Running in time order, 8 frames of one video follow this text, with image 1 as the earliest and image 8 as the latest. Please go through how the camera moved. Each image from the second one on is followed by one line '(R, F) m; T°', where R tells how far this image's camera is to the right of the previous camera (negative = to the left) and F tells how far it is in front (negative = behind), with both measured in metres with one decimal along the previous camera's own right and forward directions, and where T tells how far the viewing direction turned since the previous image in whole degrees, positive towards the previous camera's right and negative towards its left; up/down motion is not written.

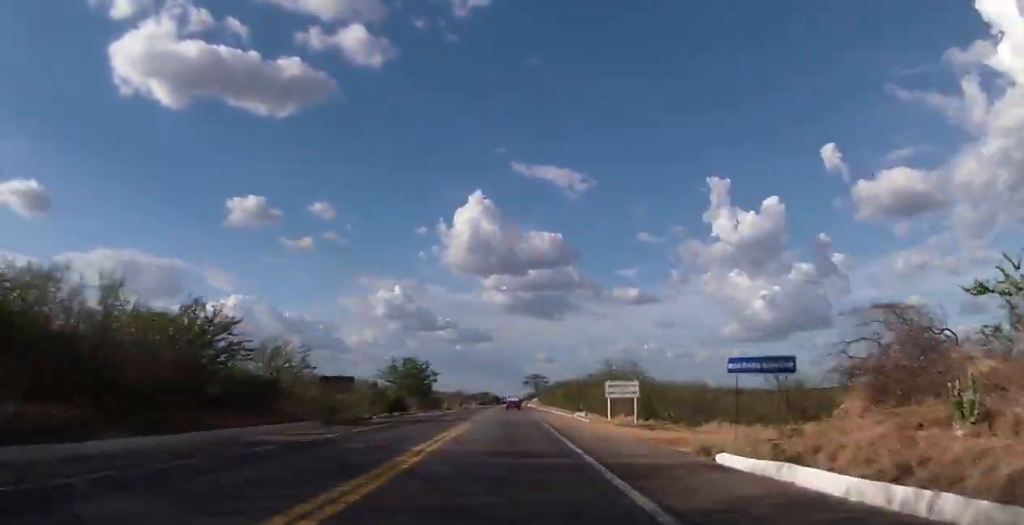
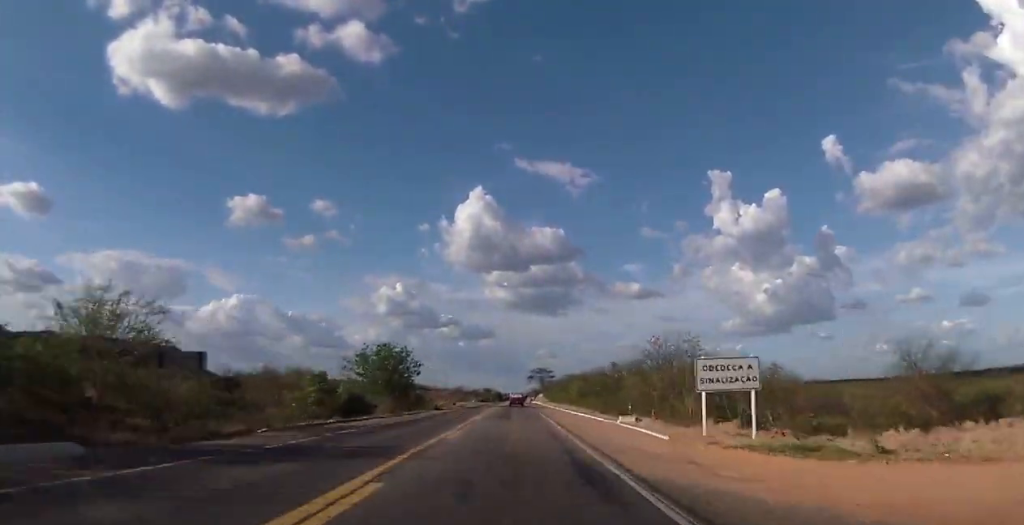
(-0.1, +19.7) m; -1°
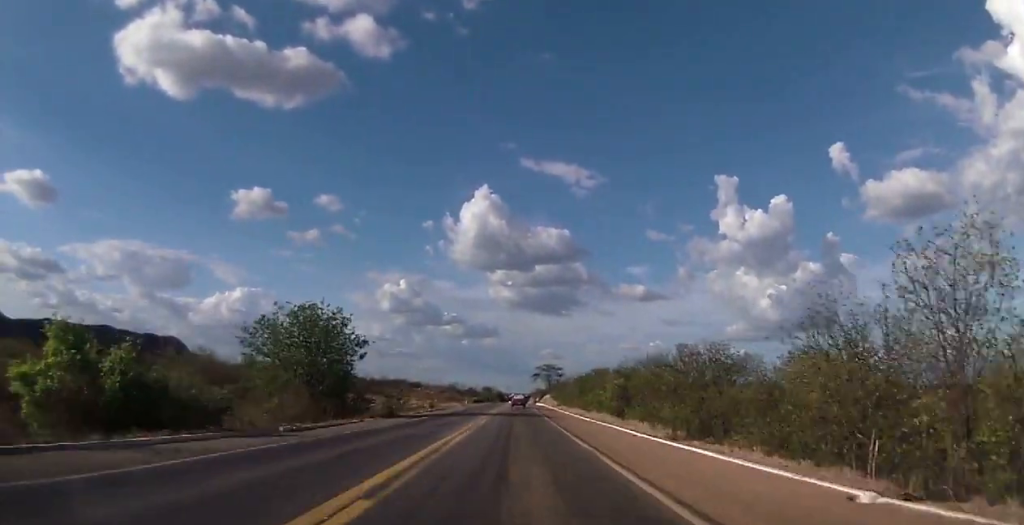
(-0.3, +28.4) m; -1°
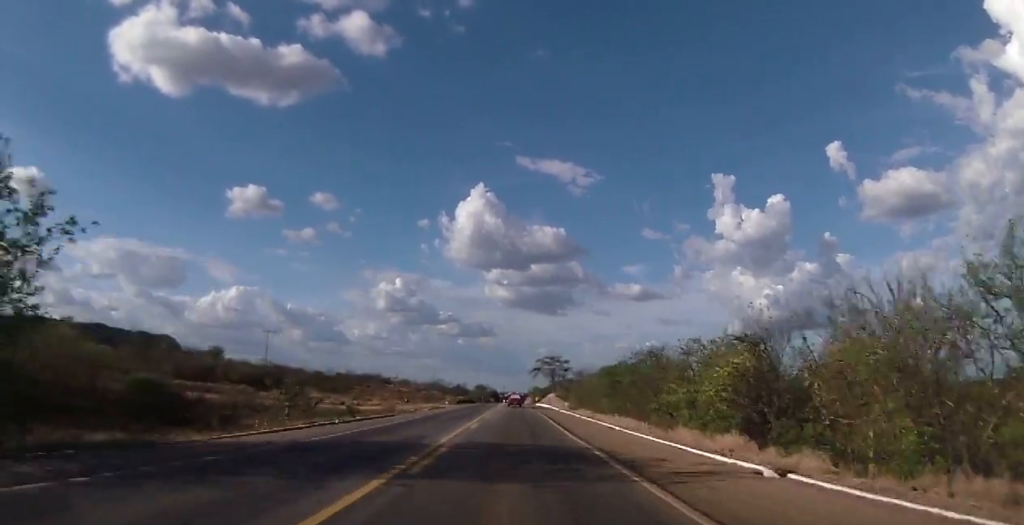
(0.0, +32.9) m; 0°
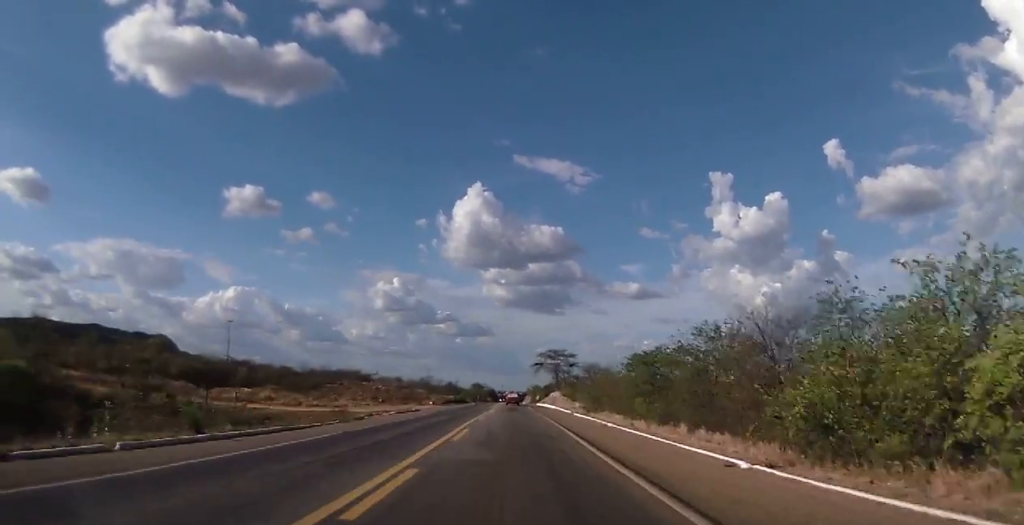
(0.0, +18.2) m; 0°
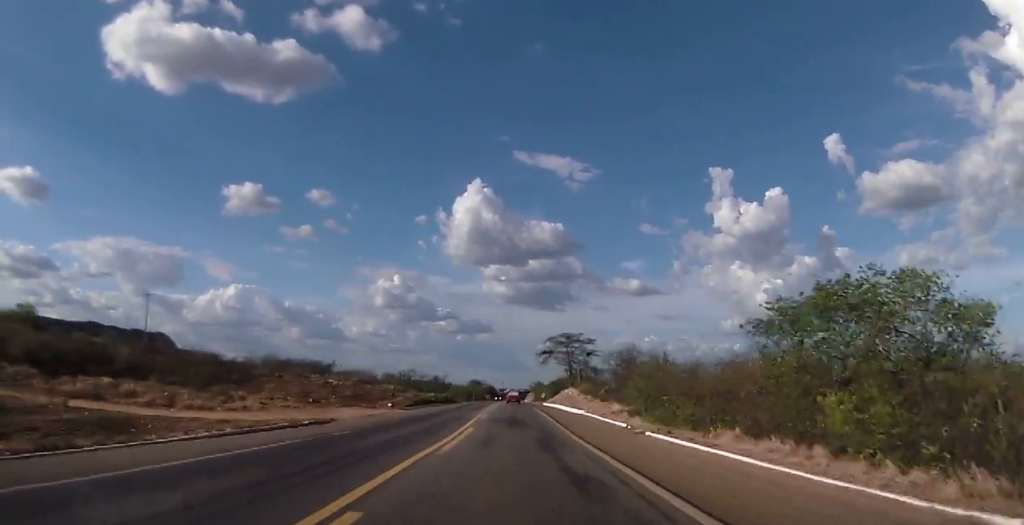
(0.0, +28.8) m; 0°
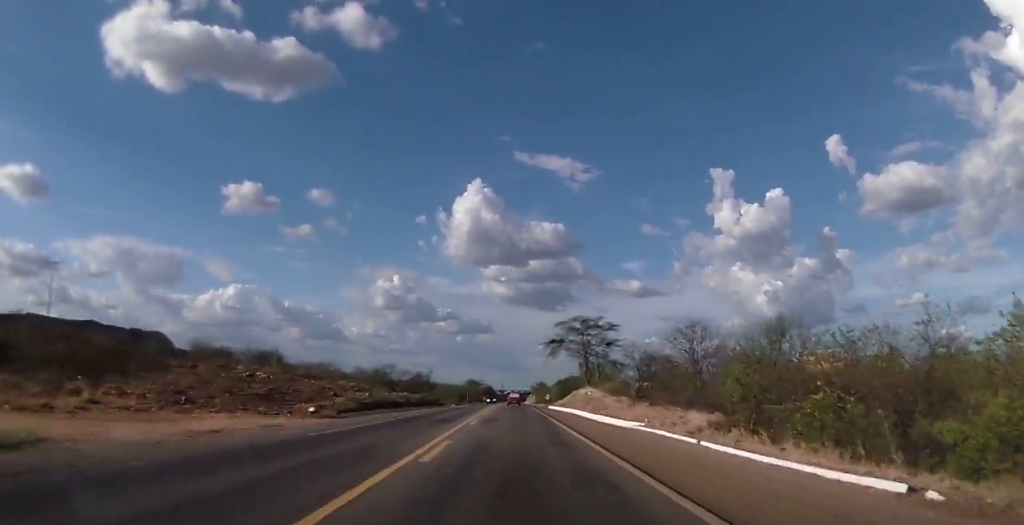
(0.0, +21.9) m; 0°
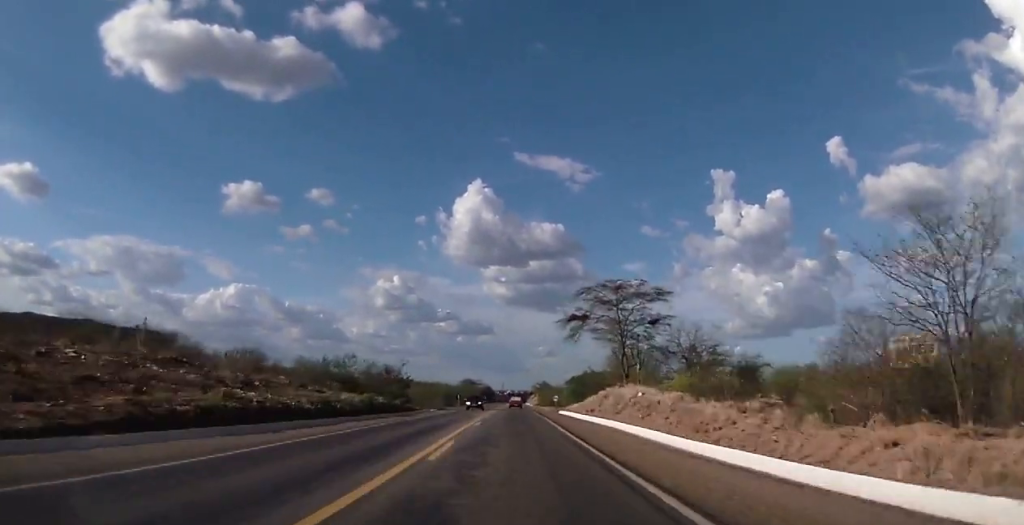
(0.0, +25.5) m; 0°
